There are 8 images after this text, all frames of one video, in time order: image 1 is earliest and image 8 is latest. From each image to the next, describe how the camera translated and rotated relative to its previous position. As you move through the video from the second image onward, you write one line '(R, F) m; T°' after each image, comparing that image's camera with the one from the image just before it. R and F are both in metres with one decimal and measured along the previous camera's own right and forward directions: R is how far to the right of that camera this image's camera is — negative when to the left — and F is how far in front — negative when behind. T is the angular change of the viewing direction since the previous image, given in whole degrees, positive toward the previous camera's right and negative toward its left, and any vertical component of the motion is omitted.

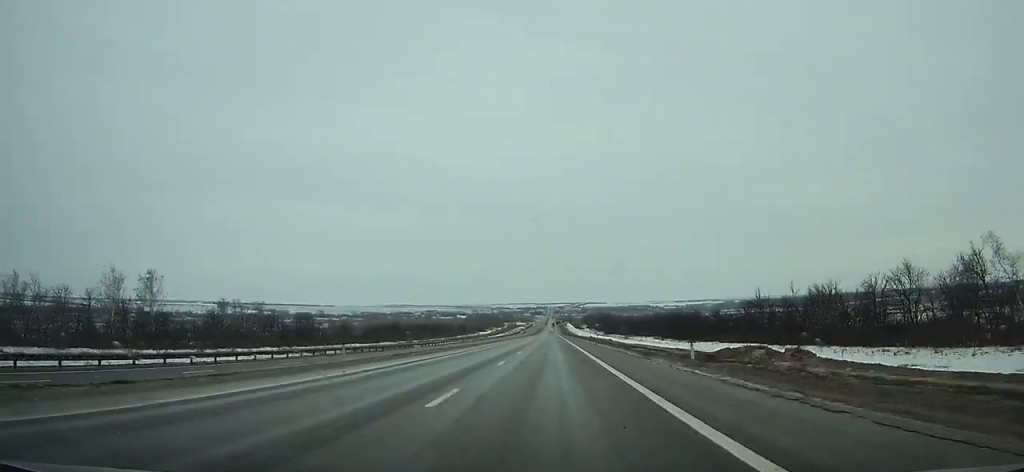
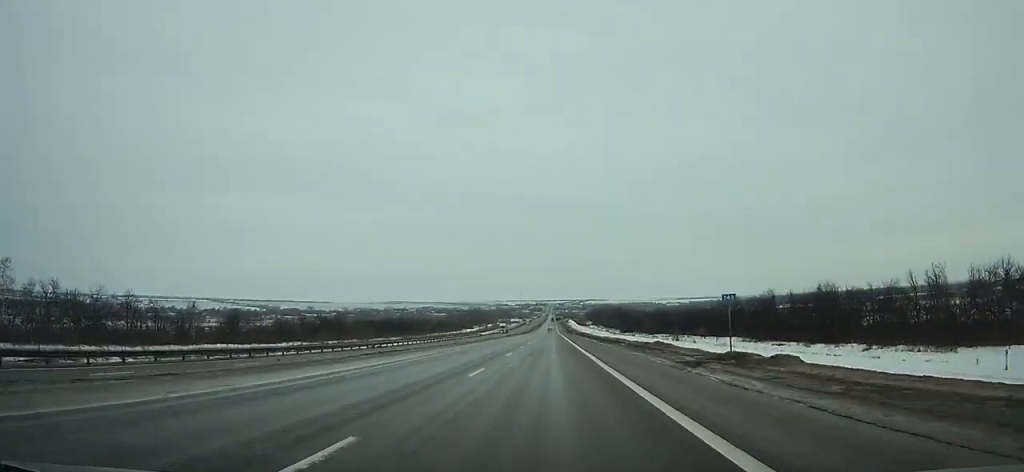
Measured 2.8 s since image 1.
(-0.2, +78.6) m; 0°
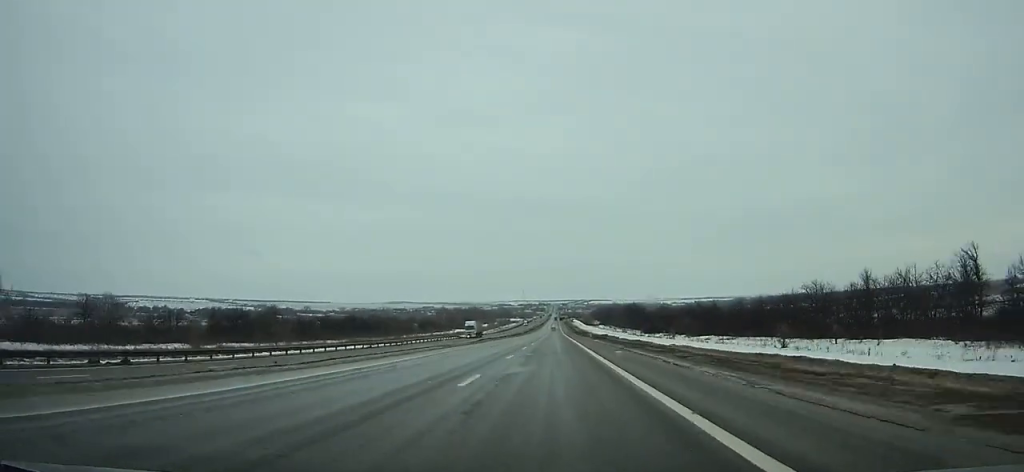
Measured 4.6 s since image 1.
(-0.1, +50.8) m; 0°
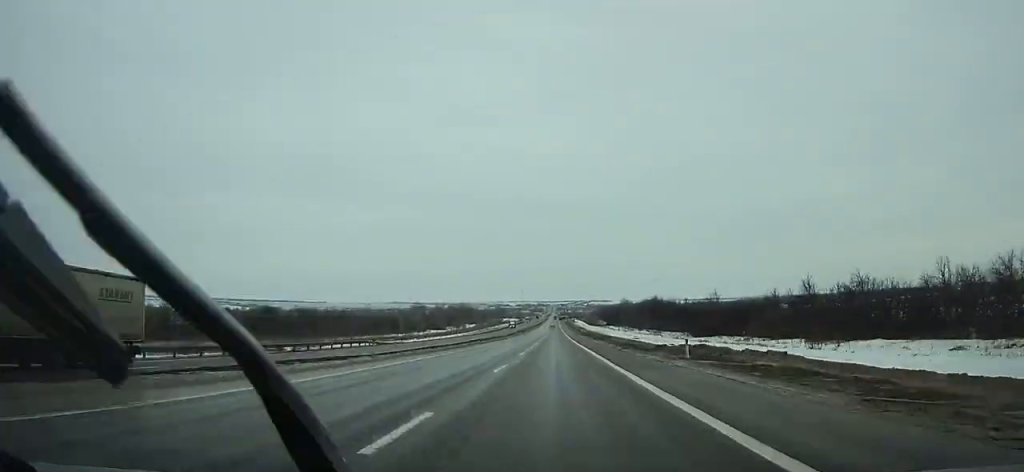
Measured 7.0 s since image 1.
(+0.1, +67.9) m; 0°
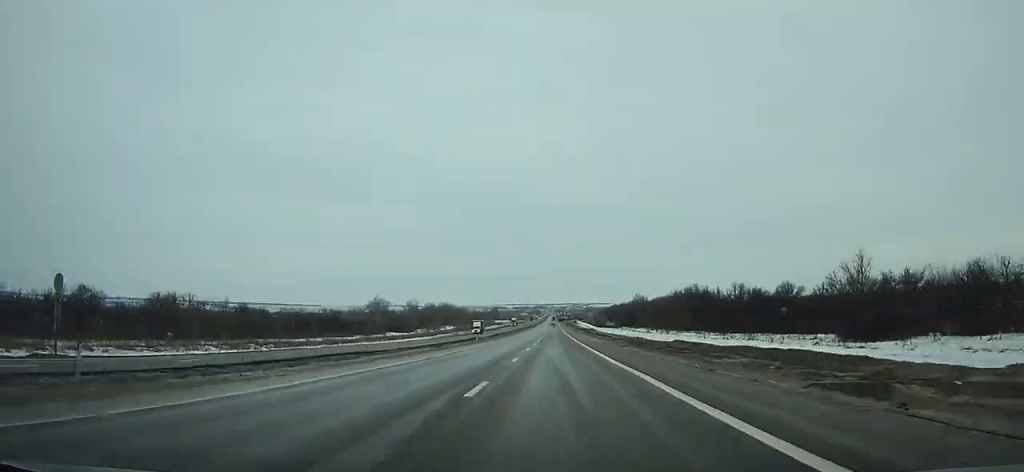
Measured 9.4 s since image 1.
(+0.1, +67.8) m; 0°
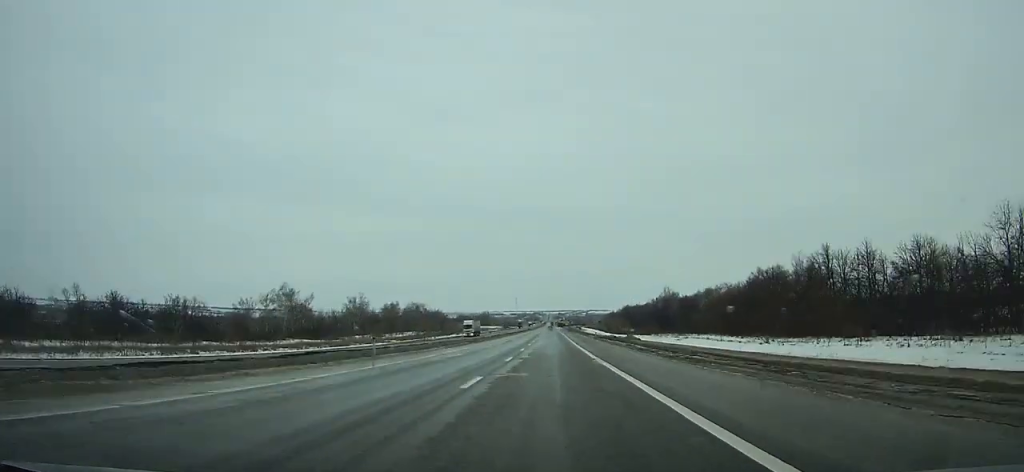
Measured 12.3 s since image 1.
(0.0, +81.9) m; 0°
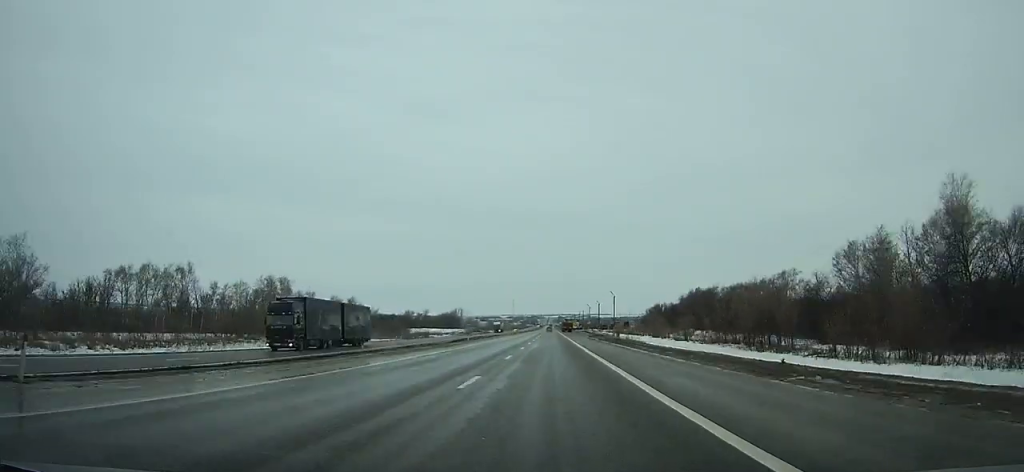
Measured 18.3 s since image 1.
(+0.1, +167.2) m; 0°
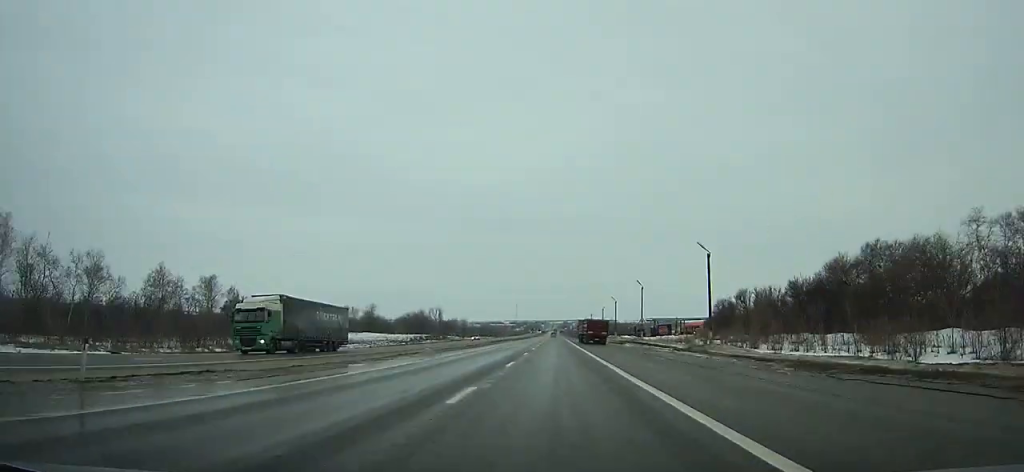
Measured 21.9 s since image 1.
(-0.2, +97.2) m; 0°
